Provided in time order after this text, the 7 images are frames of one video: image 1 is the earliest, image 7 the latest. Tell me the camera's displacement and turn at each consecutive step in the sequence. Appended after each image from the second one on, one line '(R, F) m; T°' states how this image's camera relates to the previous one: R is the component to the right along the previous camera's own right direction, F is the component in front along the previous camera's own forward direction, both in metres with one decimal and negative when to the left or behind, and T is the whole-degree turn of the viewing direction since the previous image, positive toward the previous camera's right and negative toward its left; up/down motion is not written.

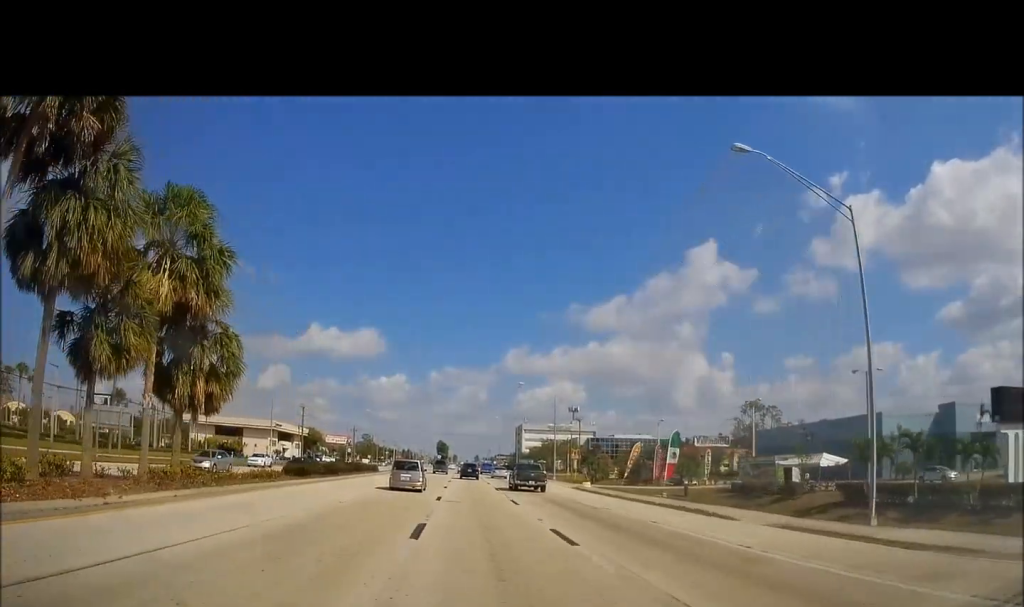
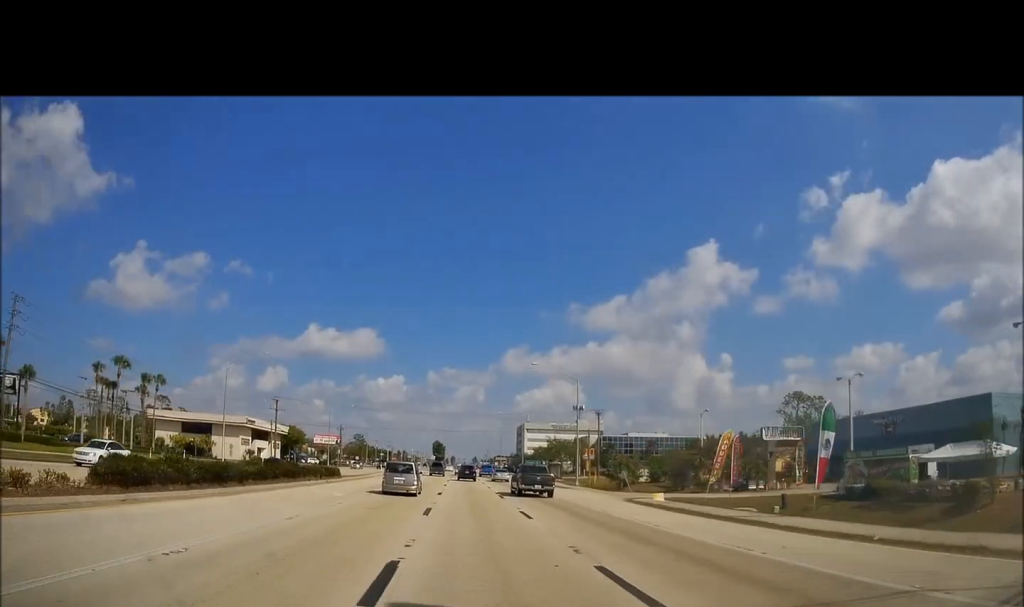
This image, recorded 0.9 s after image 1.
(-0.1, +13.4) m; 0°
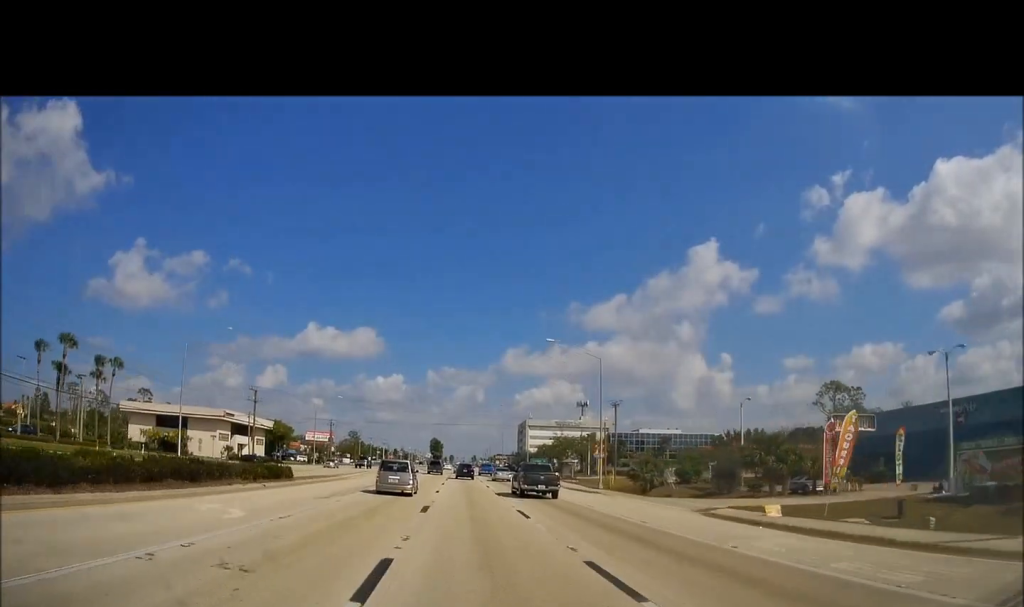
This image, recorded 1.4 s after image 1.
(0.0, +8.7) m; +1°
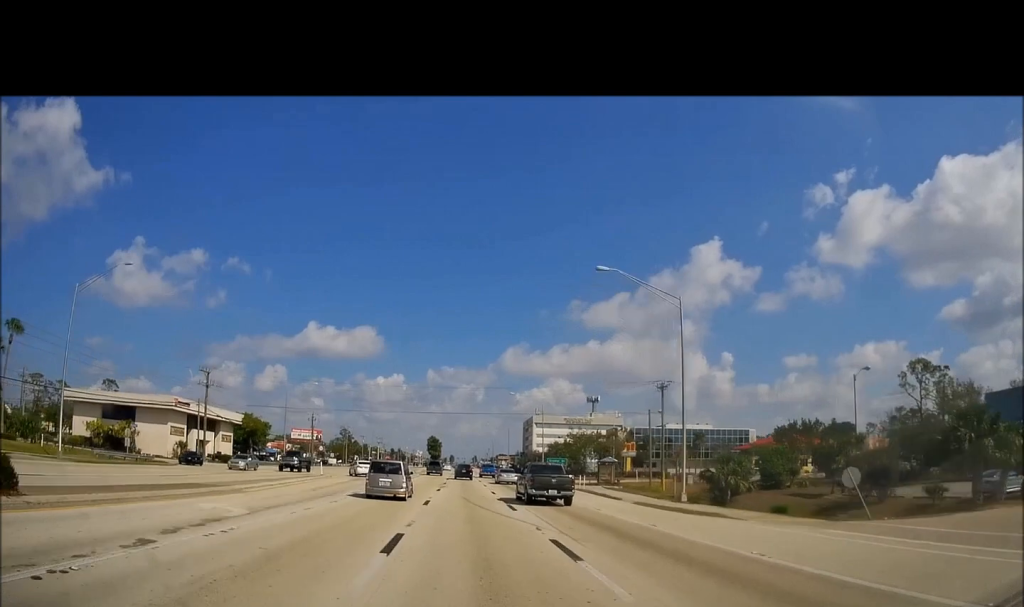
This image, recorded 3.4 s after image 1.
(+0.6, +36.4) m; 0°
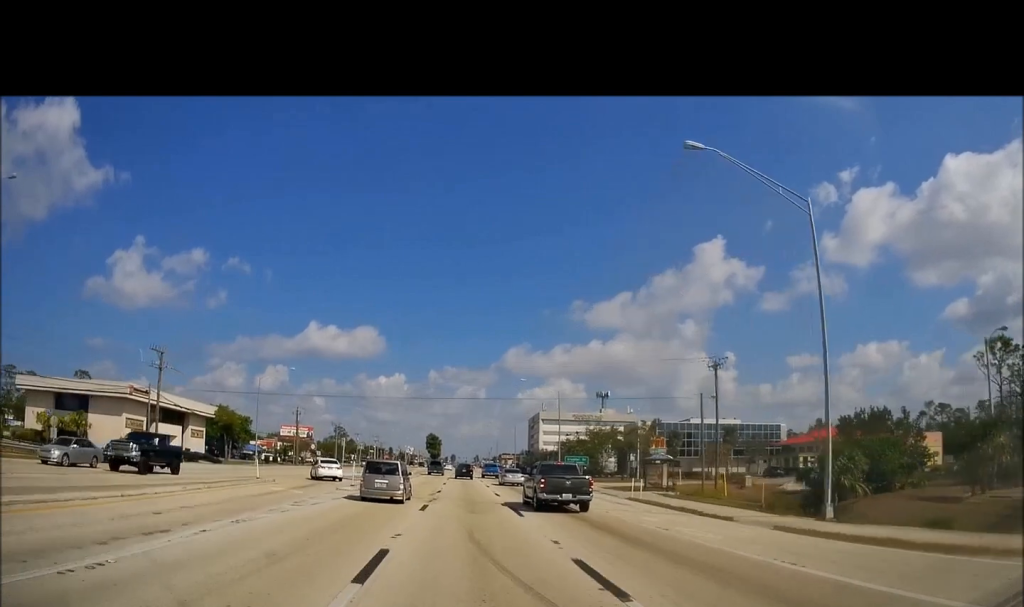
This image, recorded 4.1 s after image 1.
(-0.2, +14.3) m; 0°
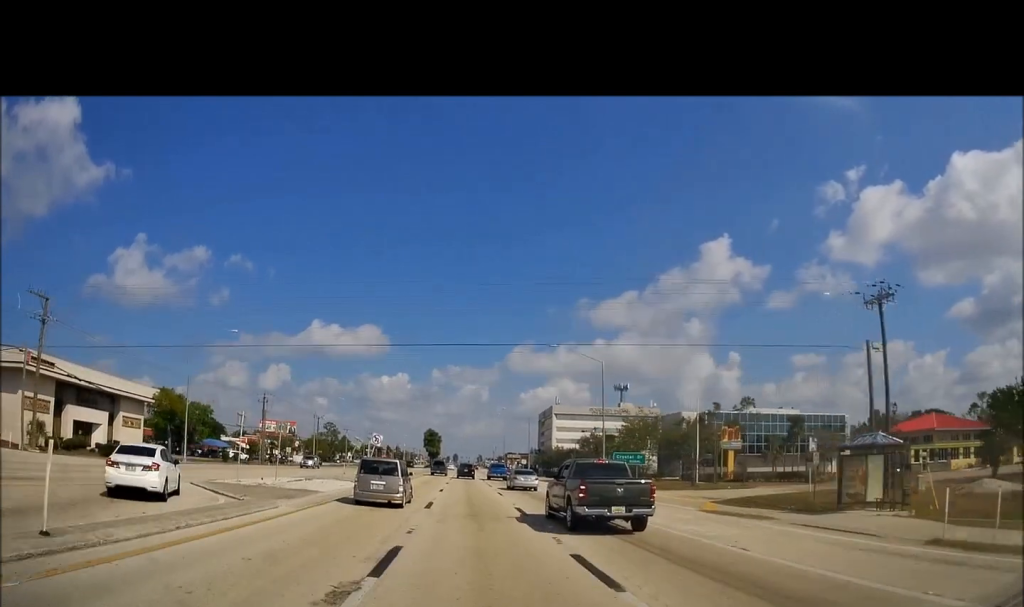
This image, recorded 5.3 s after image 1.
(+0.1, +23.9) m; +1°
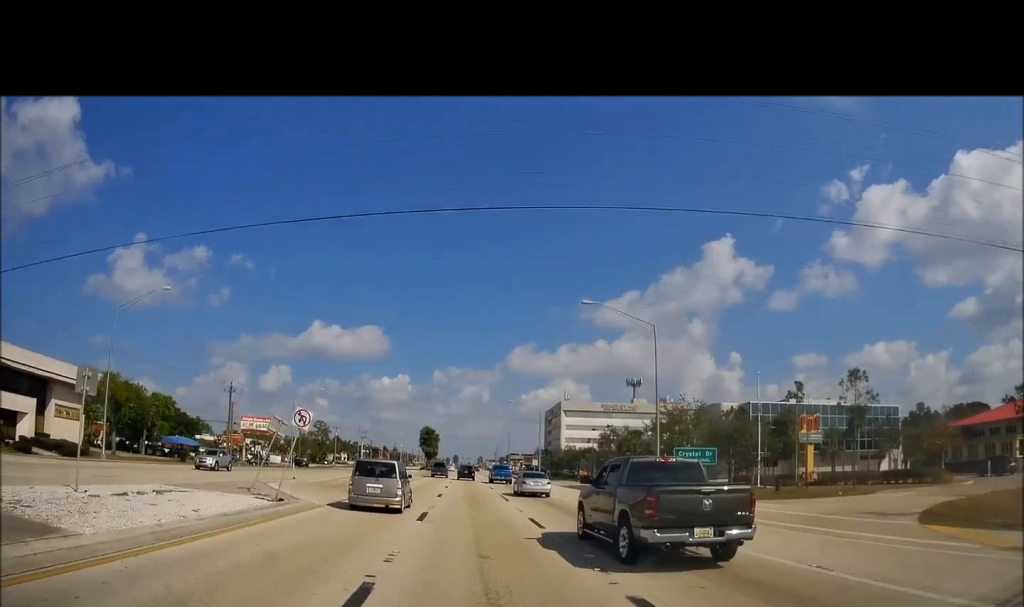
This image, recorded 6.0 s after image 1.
(+0.1, +16.3) m; 0°
